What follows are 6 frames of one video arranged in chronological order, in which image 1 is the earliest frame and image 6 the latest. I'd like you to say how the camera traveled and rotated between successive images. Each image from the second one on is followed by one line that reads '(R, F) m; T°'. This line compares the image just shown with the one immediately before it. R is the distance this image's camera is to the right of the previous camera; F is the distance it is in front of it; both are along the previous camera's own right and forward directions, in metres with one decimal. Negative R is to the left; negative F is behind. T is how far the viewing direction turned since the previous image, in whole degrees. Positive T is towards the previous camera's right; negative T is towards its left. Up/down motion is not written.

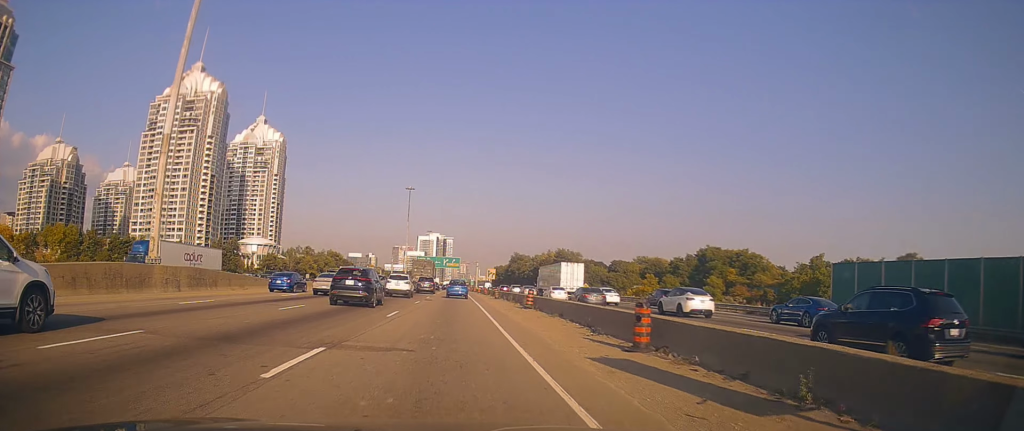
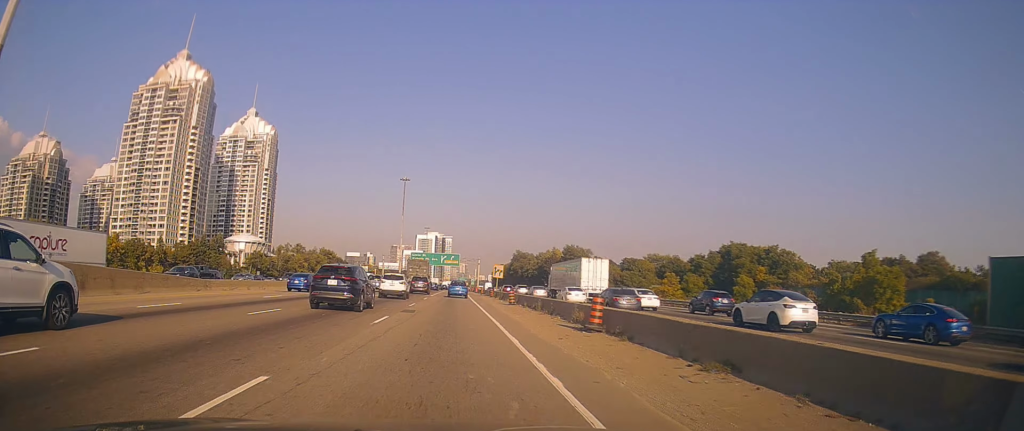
(+0.1, +15.5) m; 0°
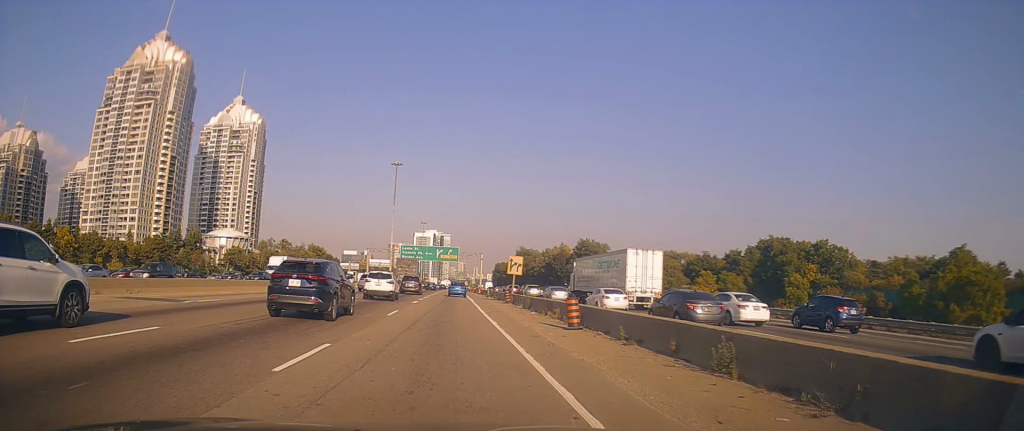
(+0.2, +20.7) m; -1°
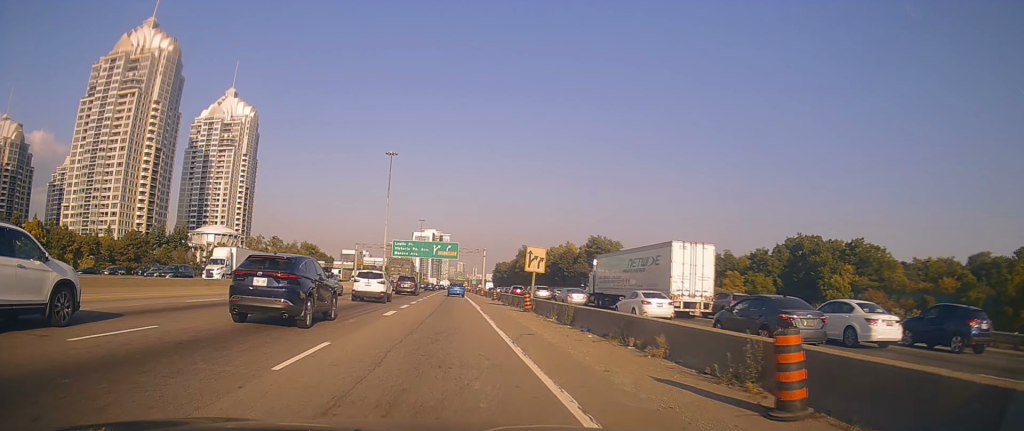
(-0.6, +12.2) m; -1°
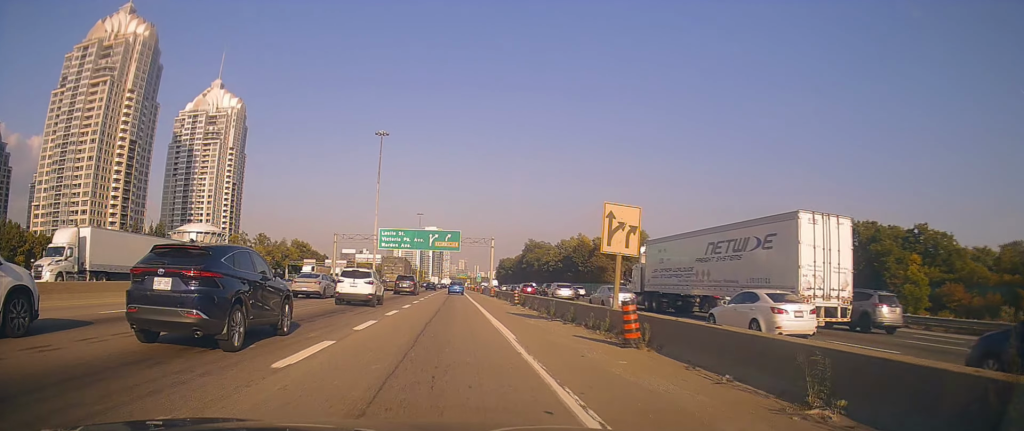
(+0.1, +17.8) m; +2°
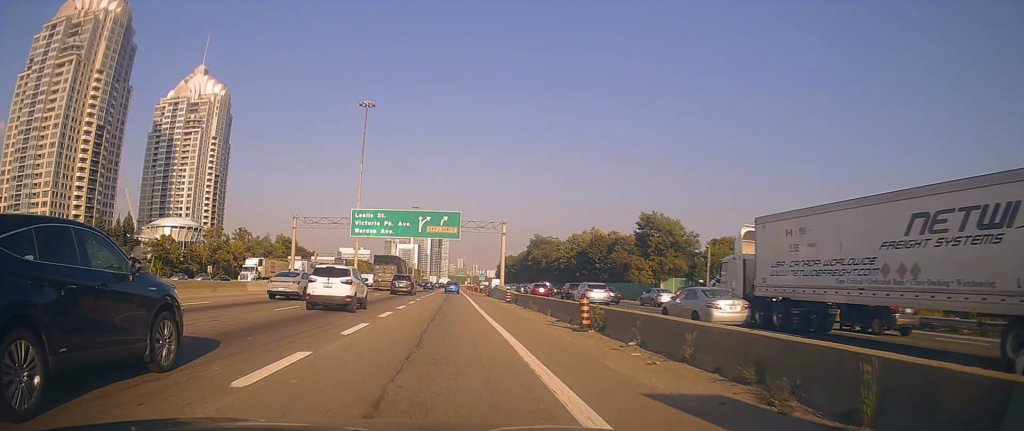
(+0.3, +19.7) m; +2°
